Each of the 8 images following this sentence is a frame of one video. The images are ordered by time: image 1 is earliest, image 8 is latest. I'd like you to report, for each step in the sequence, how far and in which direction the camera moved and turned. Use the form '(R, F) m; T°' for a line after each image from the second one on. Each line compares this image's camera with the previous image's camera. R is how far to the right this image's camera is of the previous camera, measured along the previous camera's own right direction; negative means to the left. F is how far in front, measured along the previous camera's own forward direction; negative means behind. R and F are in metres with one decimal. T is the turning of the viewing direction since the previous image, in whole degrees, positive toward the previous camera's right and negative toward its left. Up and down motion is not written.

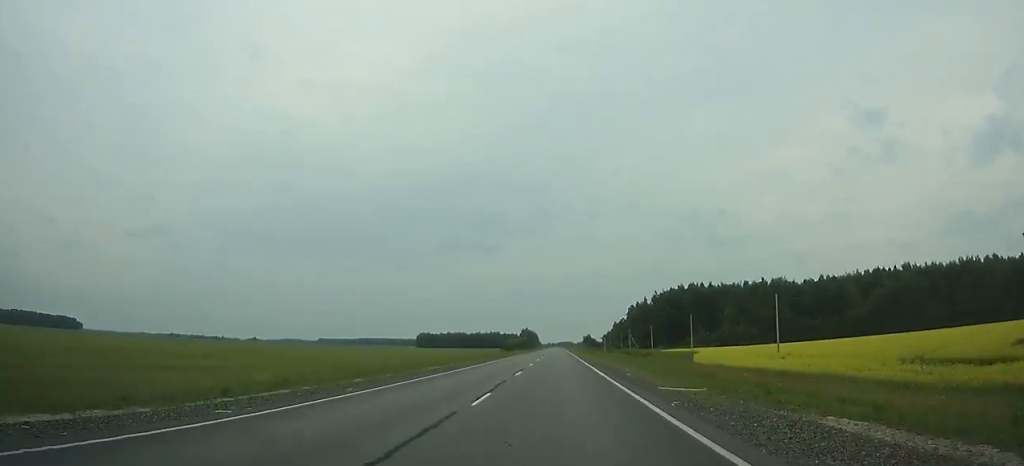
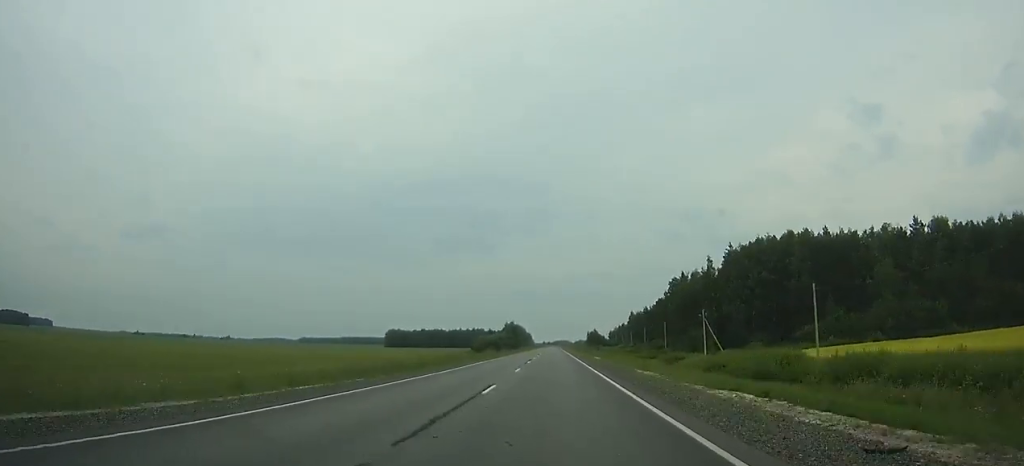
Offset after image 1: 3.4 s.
(+0.1, +115.5) m; 0°
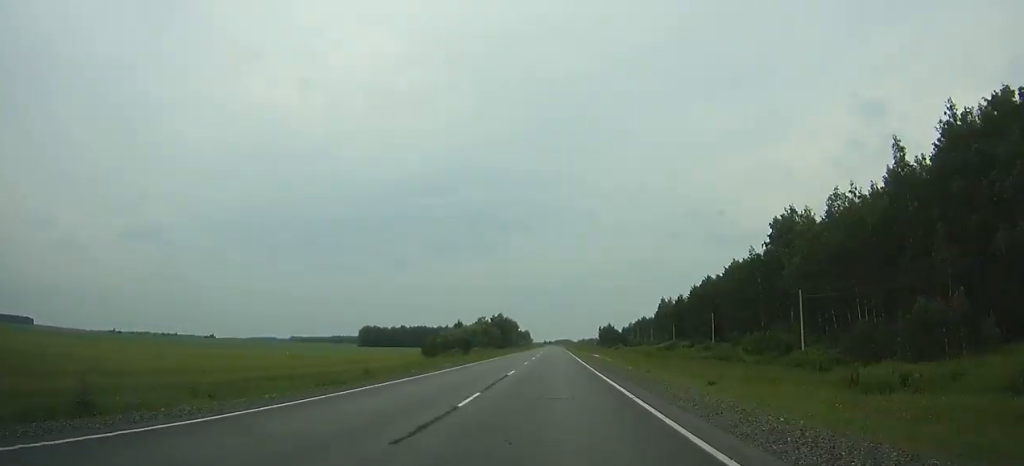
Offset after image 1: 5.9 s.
(0.0, +87.8) m; 0°
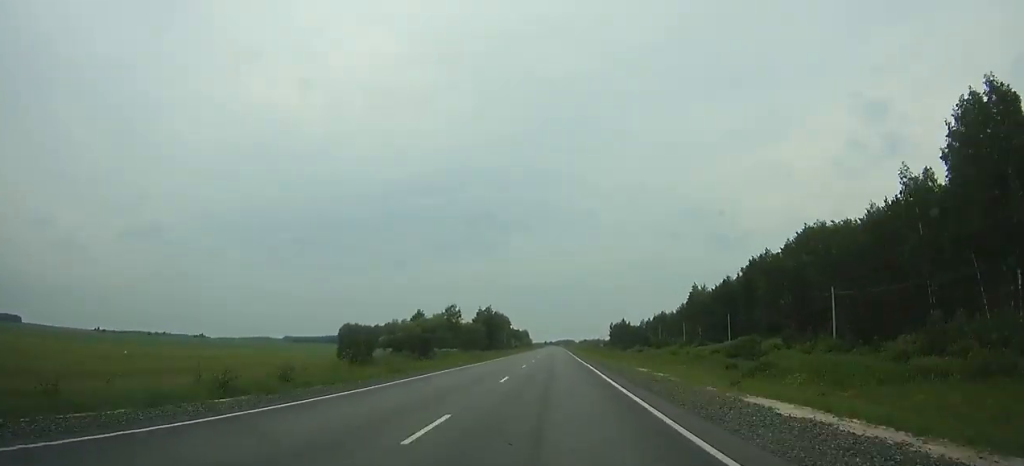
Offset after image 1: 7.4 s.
(0.0, +53.9) m; 0°
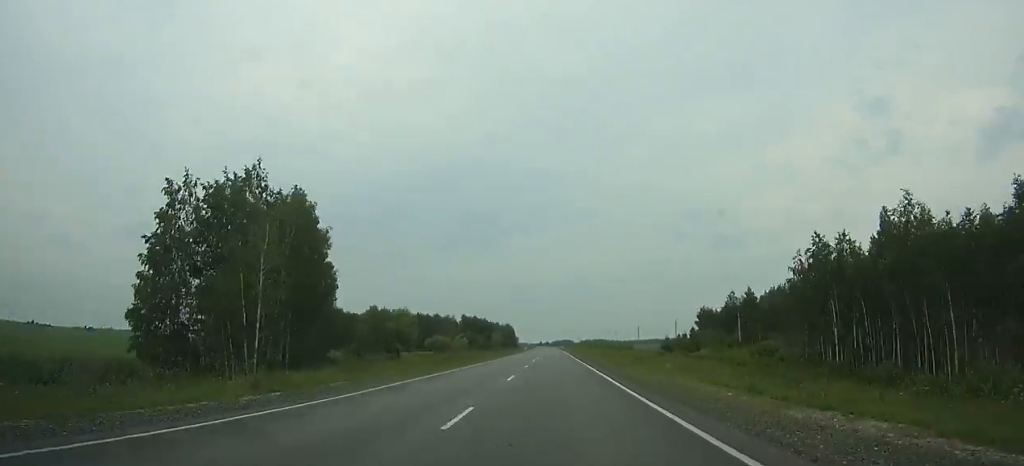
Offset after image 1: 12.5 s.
(+0.3, +180.8) m; 0°
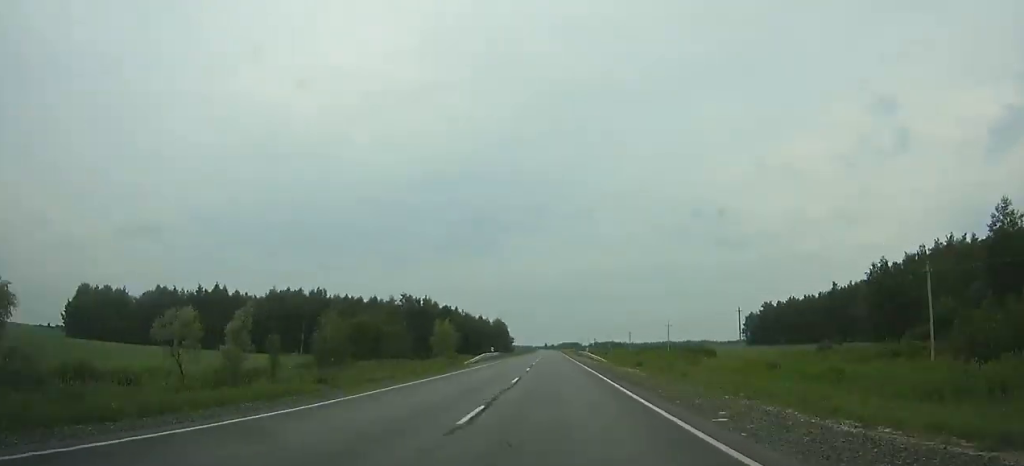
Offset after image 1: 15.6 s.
(-0.3, +106.2) m; 0°
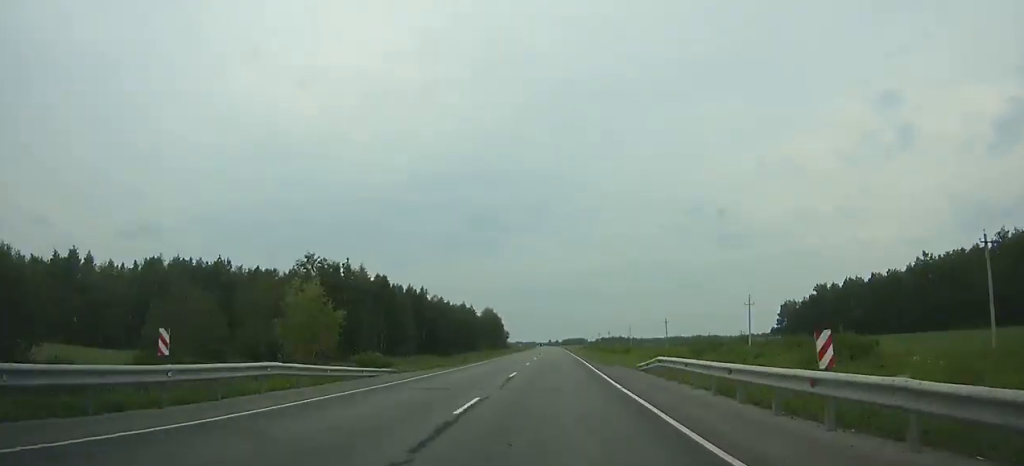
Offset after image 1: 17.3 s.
(-0.2, +57.6) m; 0°
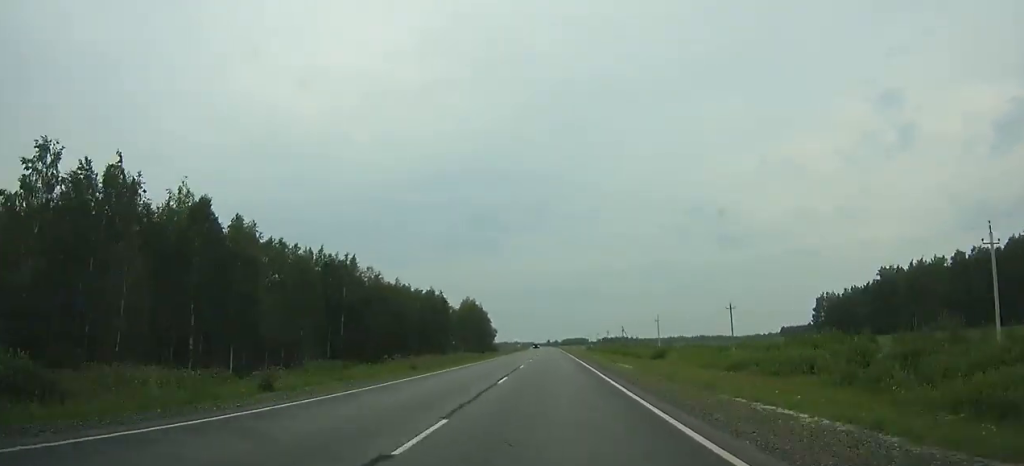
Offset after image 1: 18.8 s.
(-0.1, +50.8) m; 0°
